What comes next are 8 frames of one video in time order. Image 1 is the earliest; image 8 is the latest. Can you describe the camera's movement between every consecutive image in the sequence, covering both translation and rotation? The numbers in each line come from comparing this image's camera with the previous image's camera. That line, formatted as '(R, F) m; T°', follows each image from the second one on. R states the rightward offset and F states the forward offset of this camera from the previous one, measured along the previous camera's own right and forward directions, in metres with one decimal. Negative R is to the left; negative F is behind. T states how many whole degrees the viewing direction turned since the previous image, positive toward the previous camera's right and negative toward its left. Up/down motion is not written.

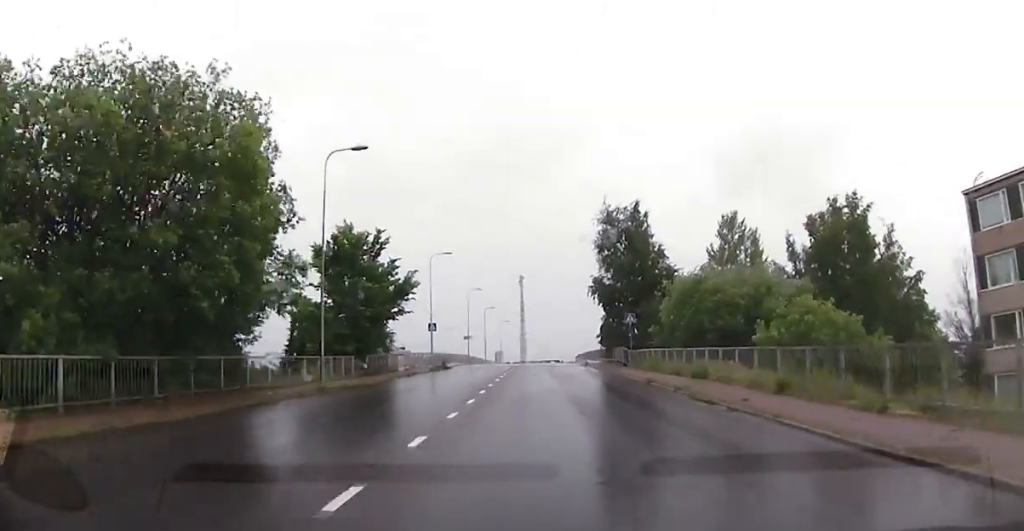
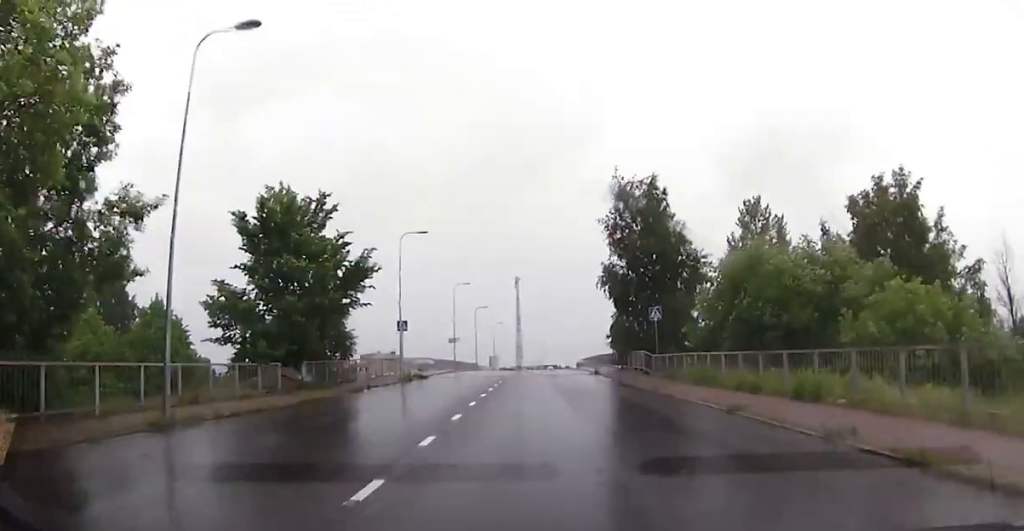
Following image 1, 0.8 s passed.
(-0.1, +10.5) m; 0°
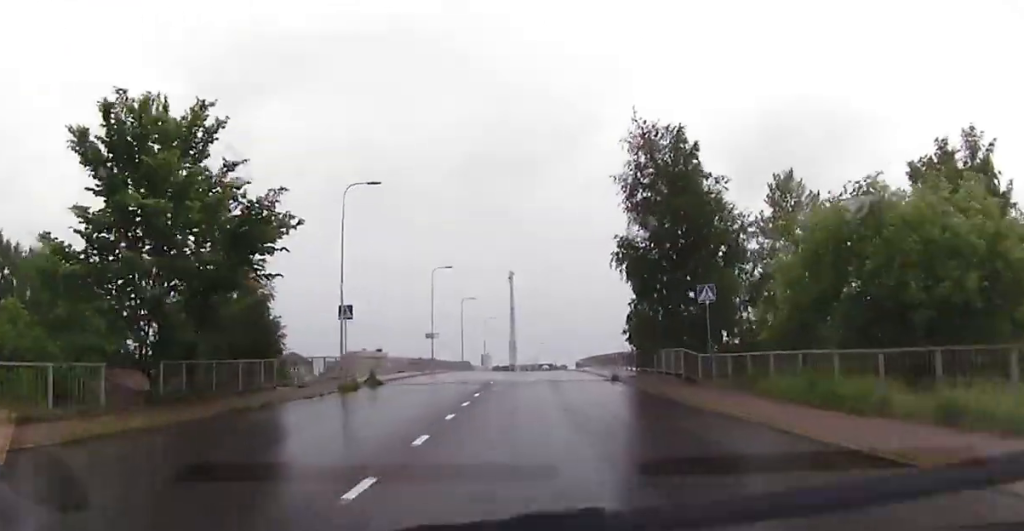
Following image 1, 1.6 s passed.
(+0.1, +11.5) m; +1°
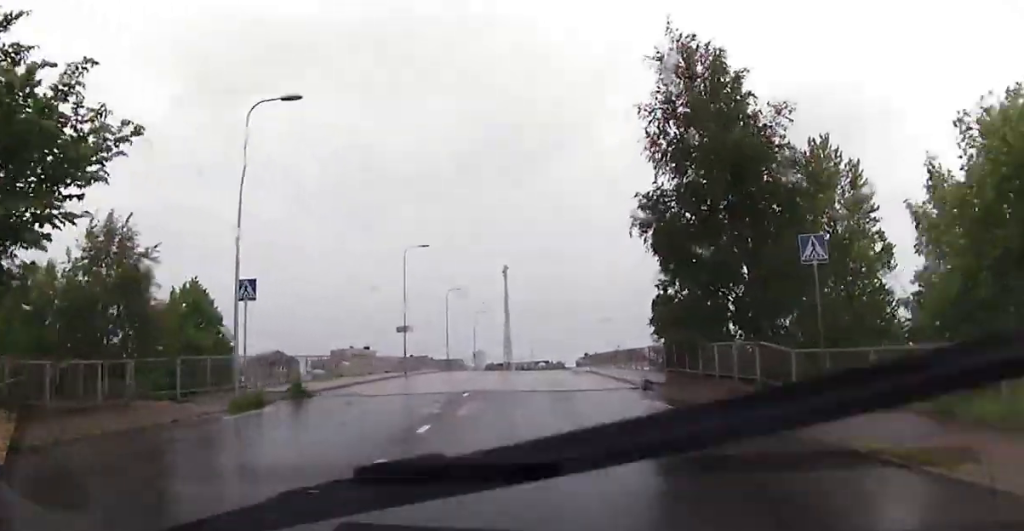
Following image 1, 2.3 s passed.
(0.0, +10.0) m; 0°
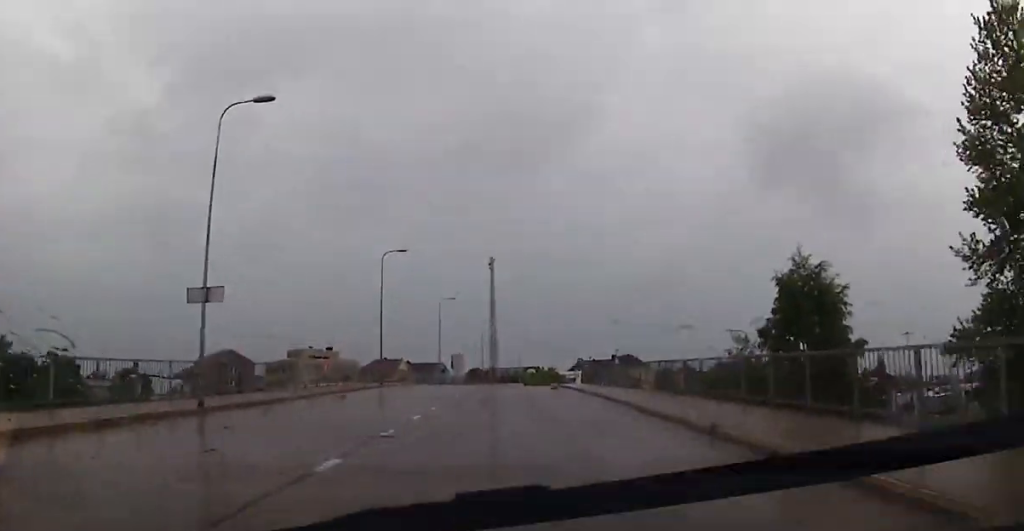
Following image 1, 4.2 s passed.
(0.0, +26.7) m; 0°
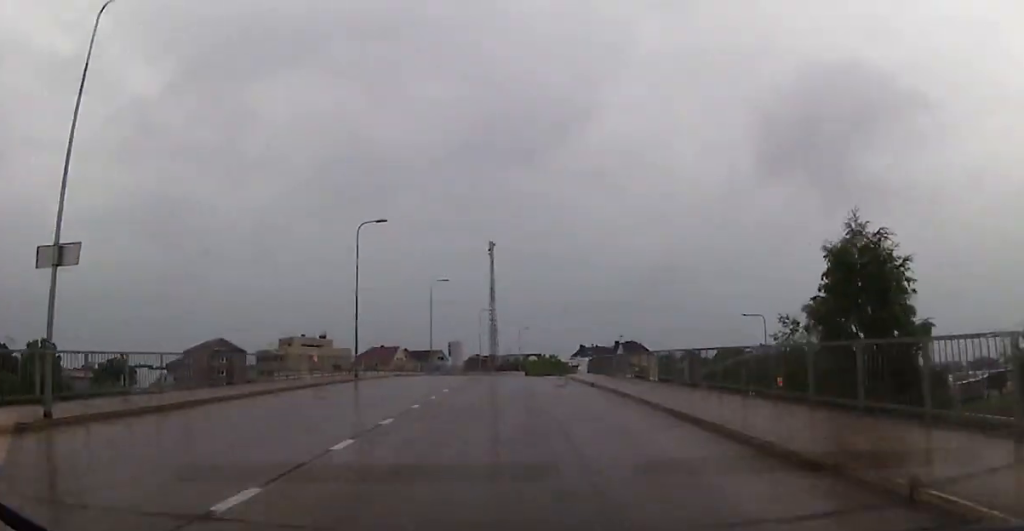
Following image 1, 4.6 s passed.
(0.0, +6.4) m; 0°
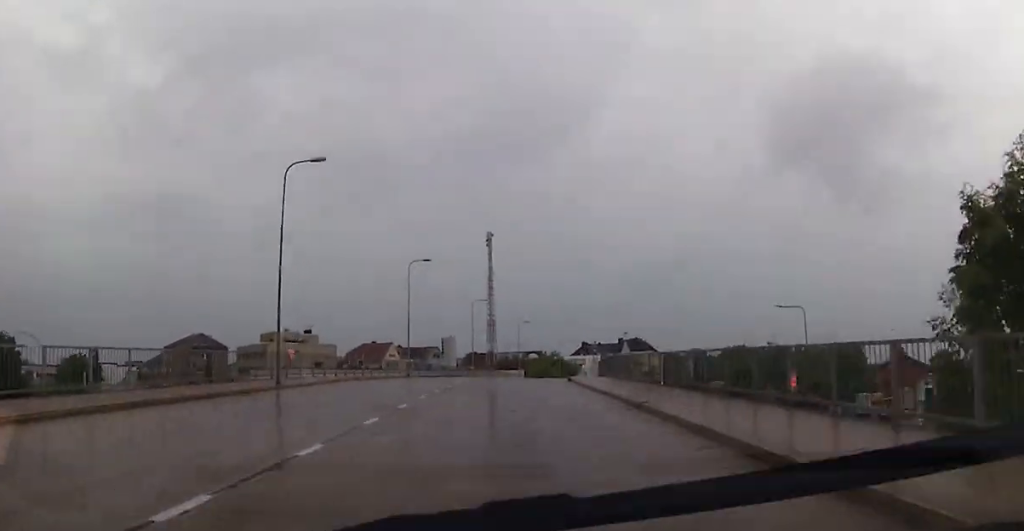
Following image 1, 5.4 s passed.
(0.0, +11.8) m; 0°
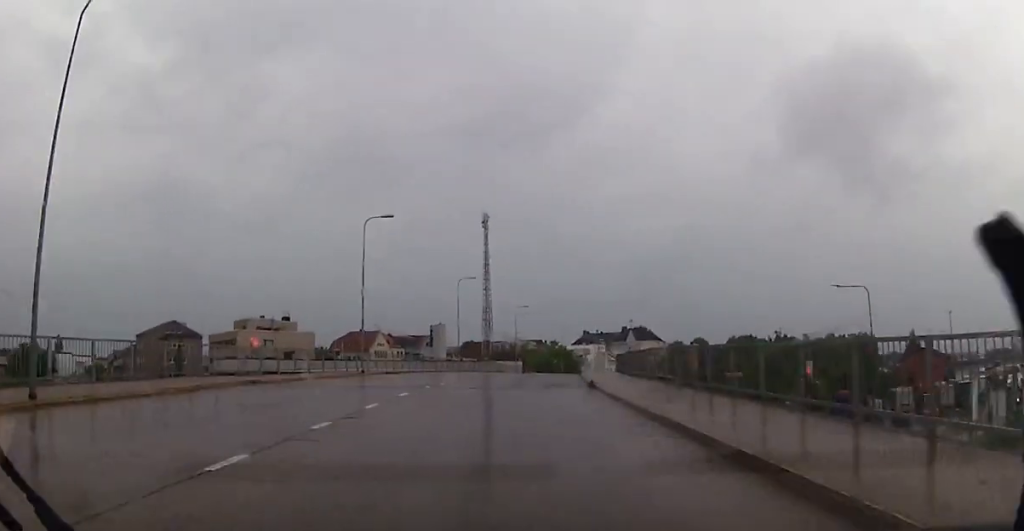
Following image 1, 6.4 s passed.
(0.0, +13.9) m; 0°
